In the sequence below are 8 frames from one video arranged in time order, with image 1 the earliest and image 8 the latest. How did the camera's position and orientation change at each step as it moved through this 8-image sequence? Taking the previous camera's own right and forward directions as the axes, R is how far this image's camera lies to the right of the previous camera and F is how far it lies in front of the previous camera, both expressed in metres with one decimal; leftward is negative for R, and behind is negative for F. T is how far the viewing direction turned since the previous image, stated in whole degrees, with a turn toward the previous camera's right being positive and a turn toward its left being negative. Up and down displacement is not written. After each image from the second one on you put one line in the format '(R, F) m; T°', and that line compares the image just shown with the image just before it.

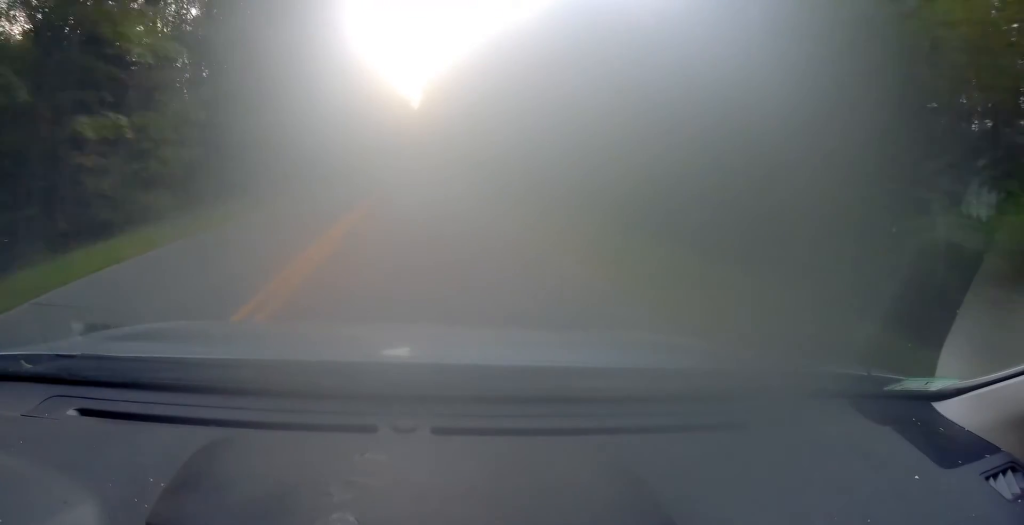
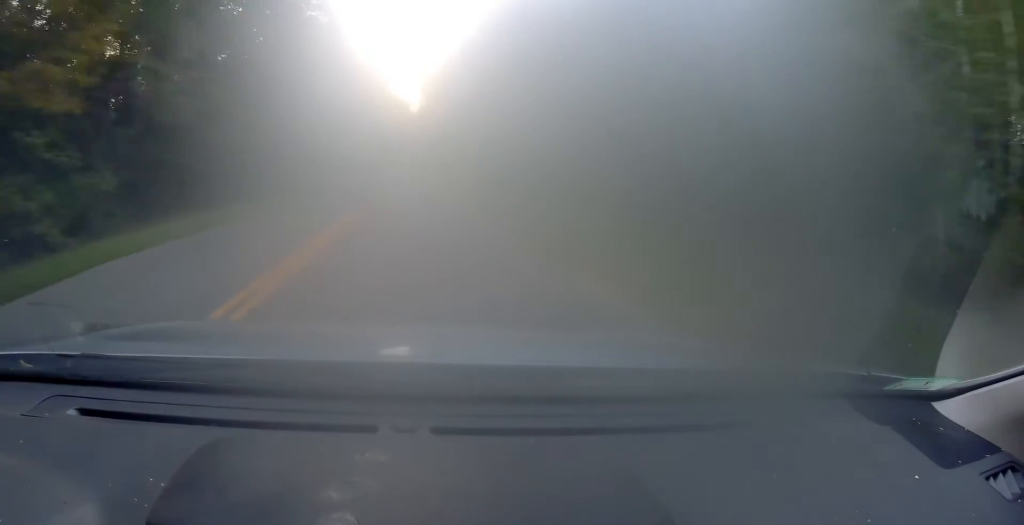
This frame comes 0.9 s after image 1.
(0.0, +20.0) m; 0°
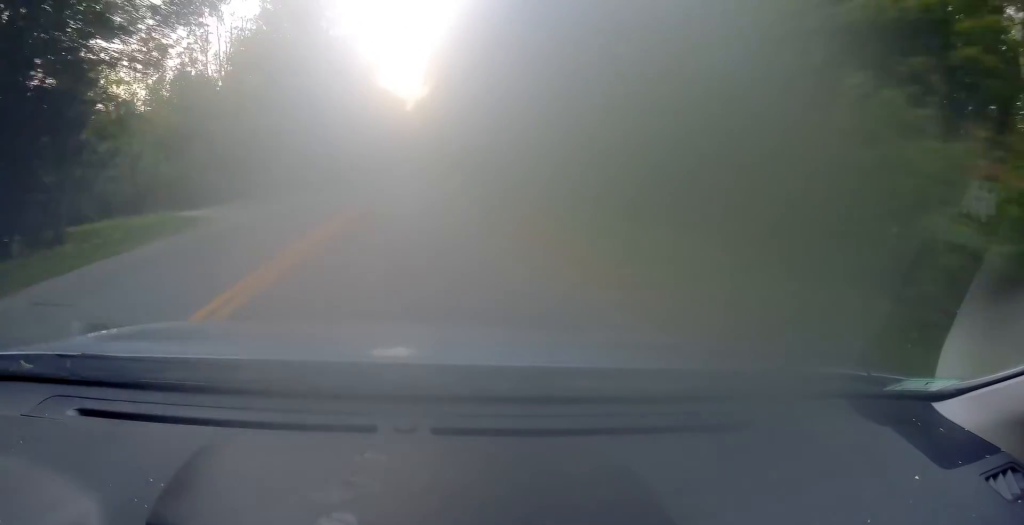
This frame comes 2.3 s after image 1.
(-0.2, +30.8) m; -1°
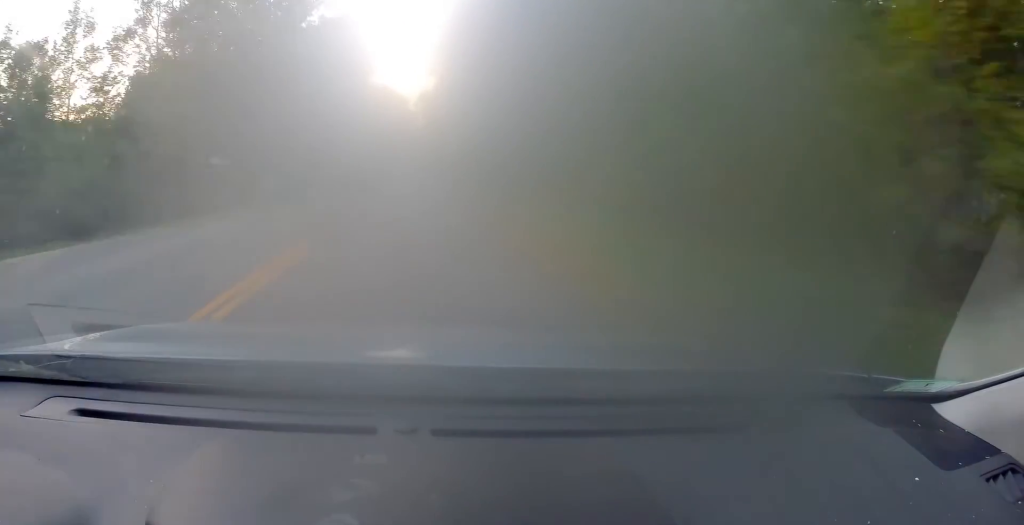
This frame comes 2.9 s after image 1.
(-0.1, +14.1) m; -1°
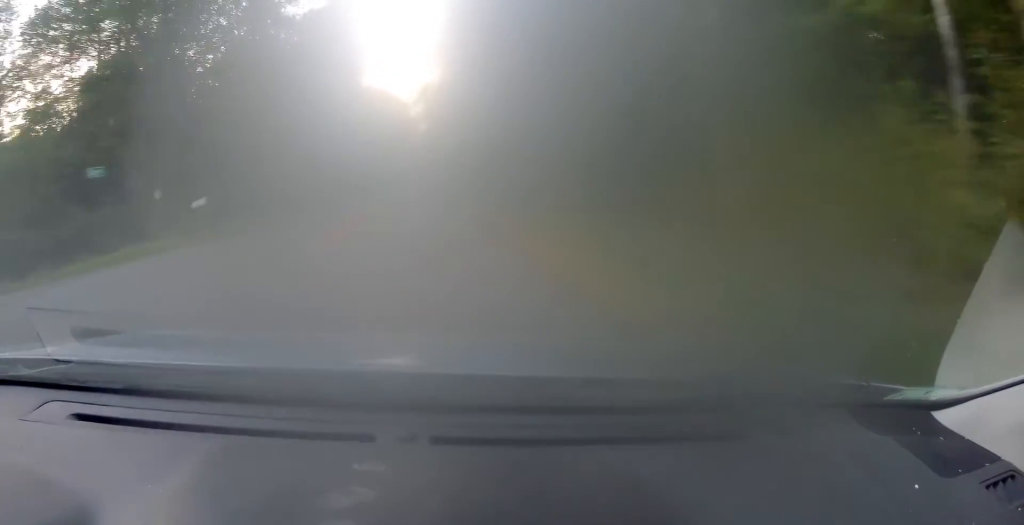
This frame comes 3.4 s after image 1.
(0.0, +10.5) m; 0°
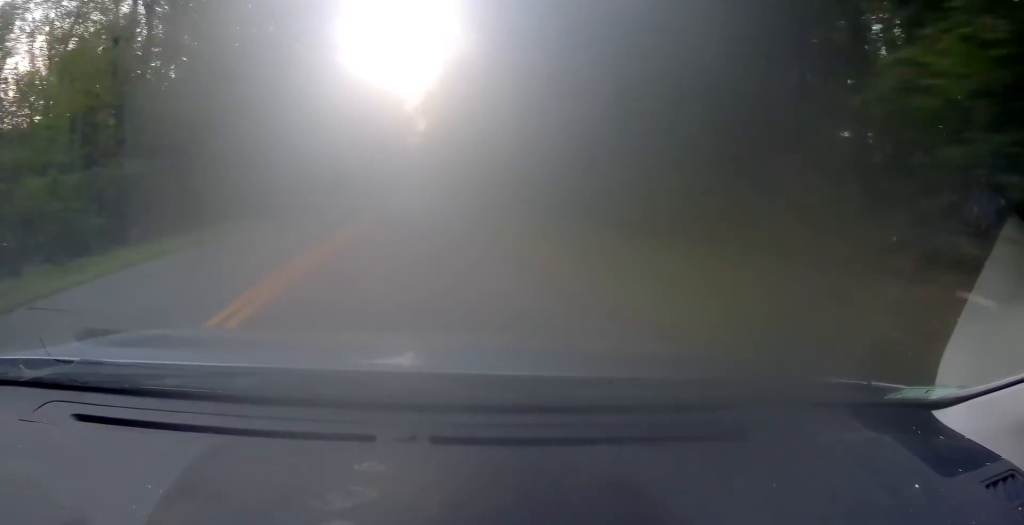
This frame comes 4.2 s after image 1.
(-0.1, +17.9) m; +1°
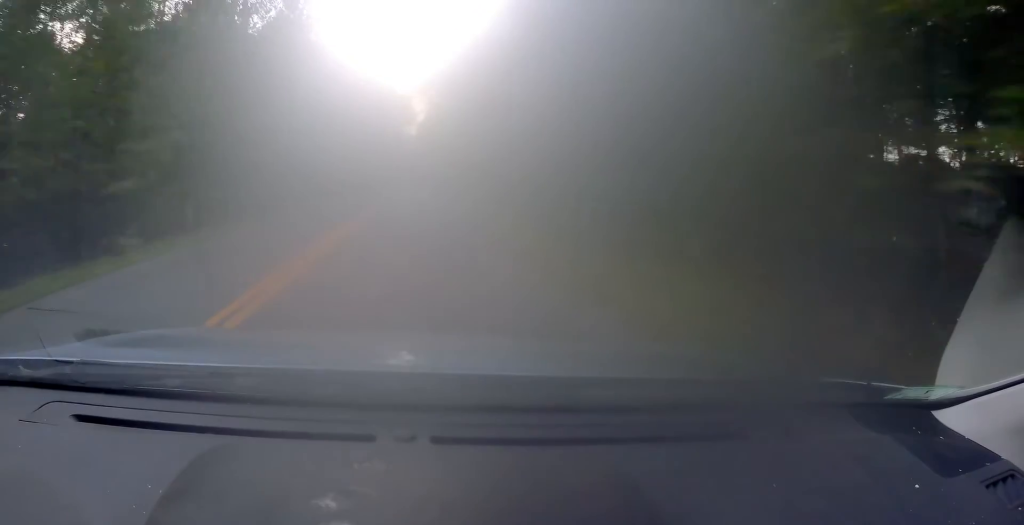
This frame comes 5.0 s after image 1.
(+0.3, +18.7) m; 0°
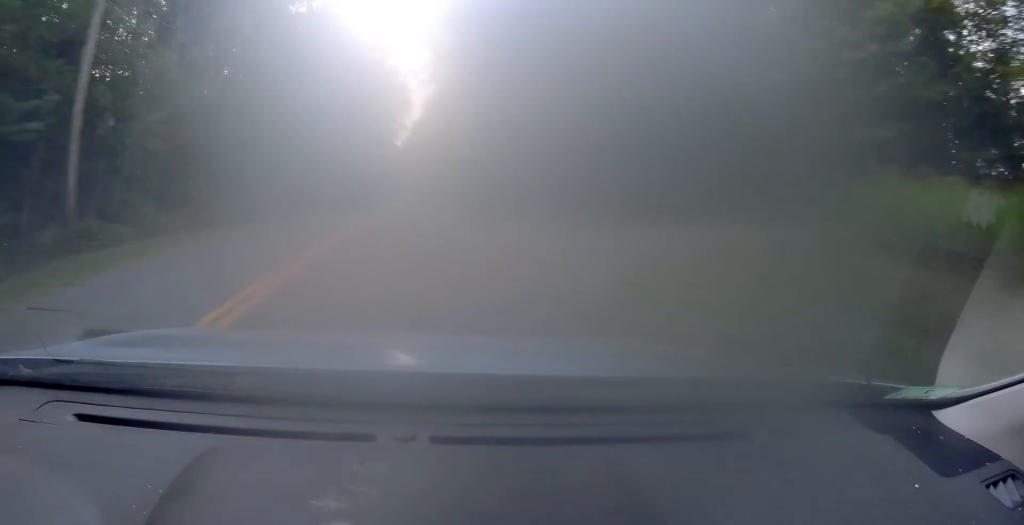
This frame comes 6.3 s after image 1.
(-0.2, +29.5) m; 0°
